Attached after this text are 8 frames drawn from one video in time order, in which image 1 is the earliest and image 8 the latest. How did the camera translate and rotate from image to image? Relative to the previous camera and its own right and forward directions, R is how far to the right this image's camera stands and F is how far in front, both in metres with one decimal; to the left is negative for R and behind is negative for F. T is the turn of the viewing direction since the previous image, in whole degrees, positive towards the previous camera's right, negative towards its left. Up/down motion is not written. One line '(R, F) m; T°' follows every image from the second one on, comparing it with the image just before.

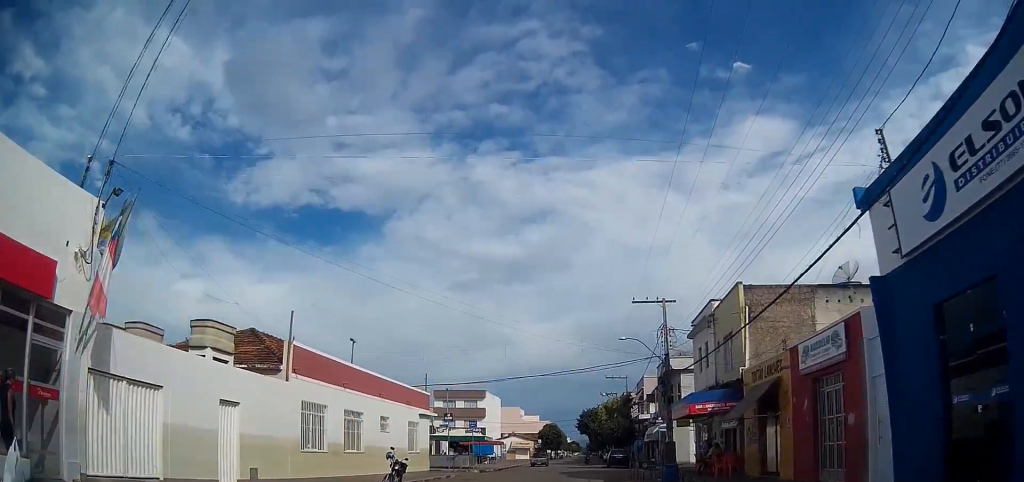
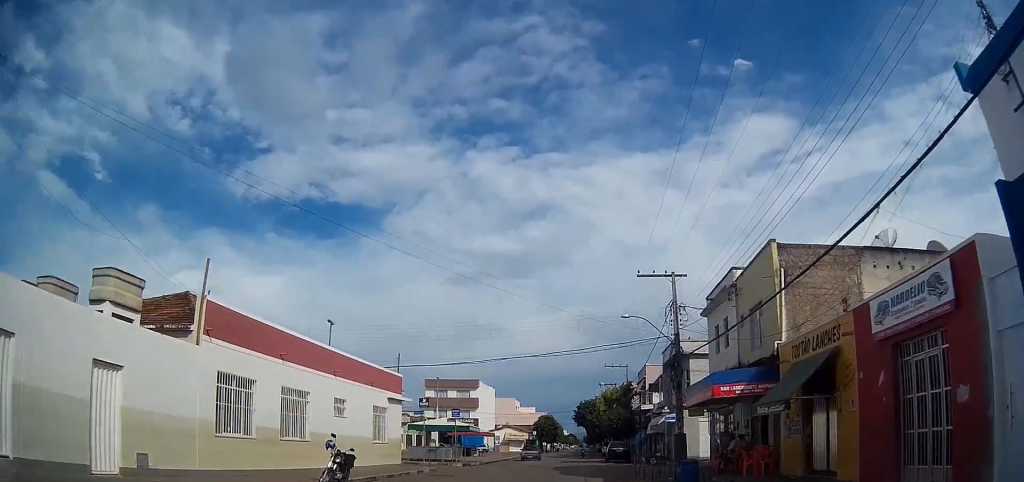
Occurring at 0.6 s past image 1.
(+0.3, +5.4) m; +1°
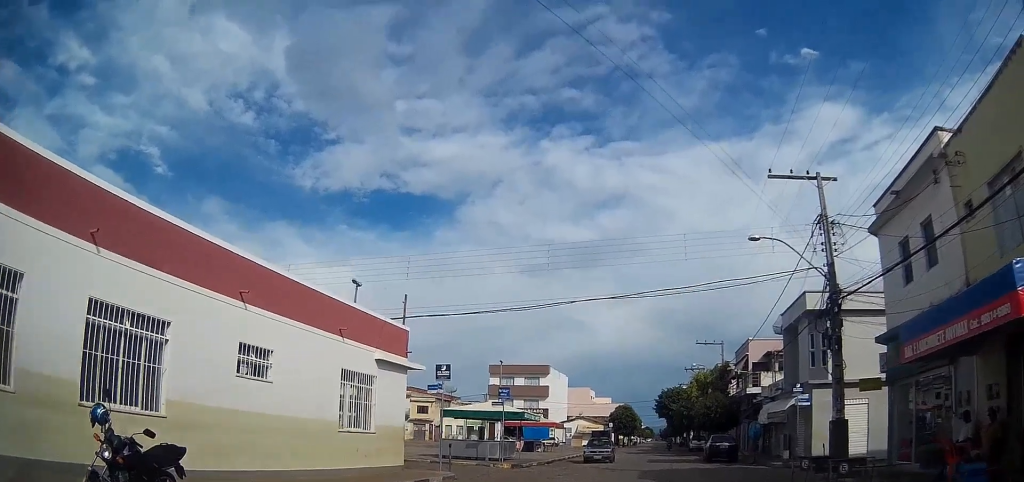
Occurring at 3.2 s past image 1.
(-0.6, +15.5) m; -6°
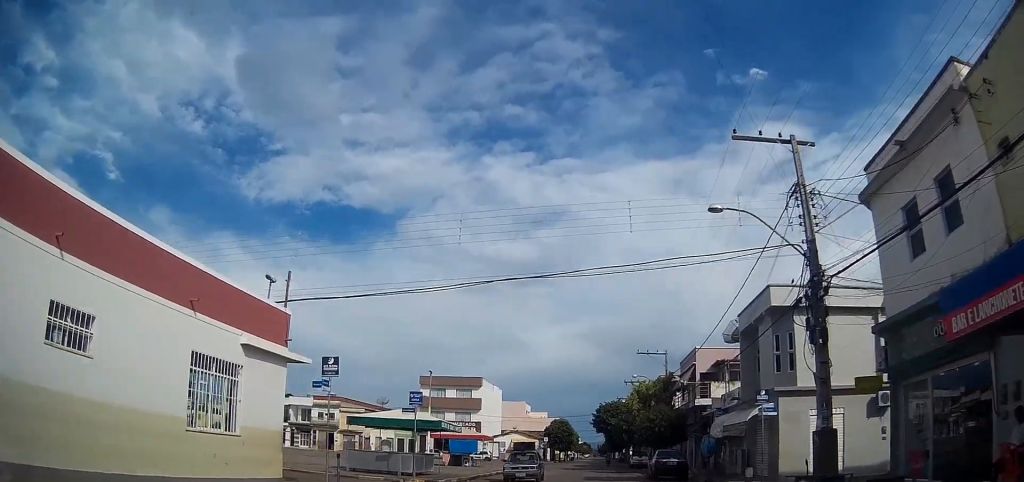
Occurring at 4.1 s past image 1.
(0.0, +3.3) m; +12°
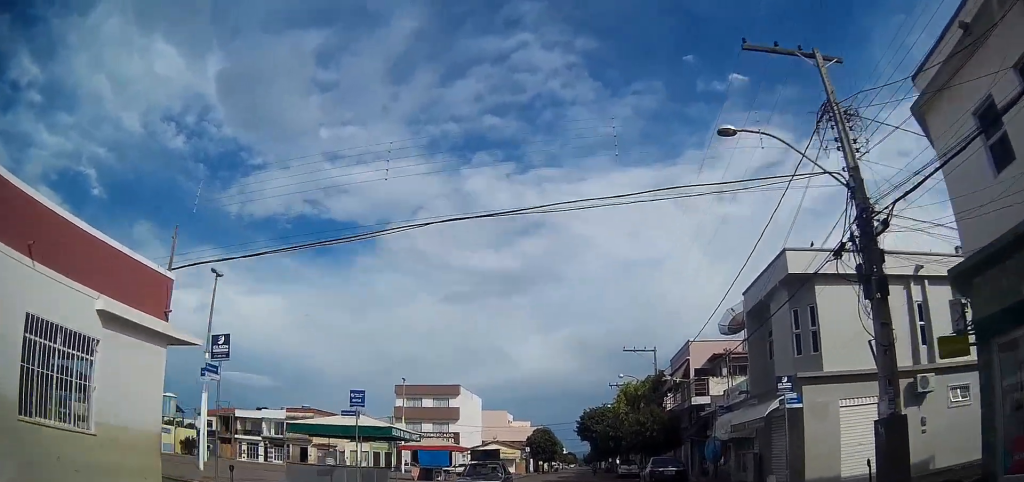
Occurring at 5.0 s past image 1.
(+0.6, +3.0) m; +1°
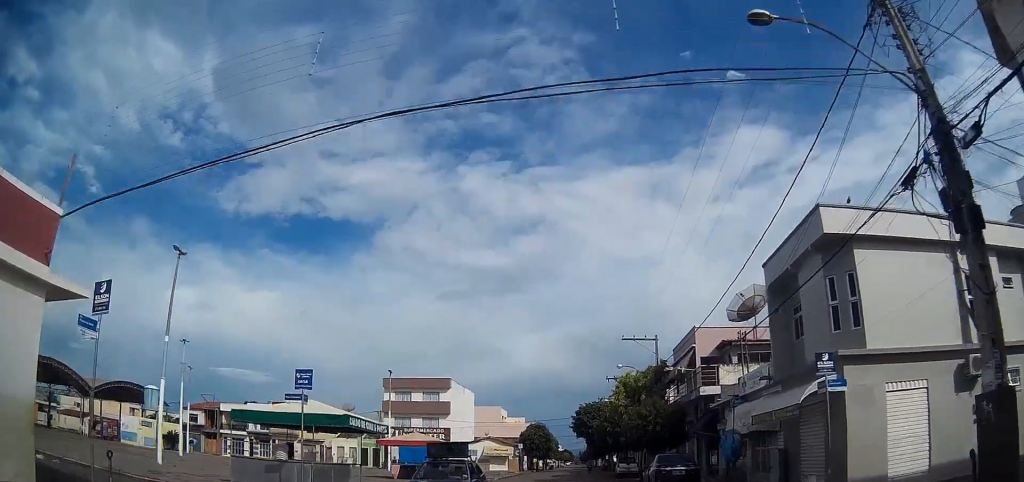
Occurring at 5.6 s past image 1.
(-0.1, +2.6) m; -5°
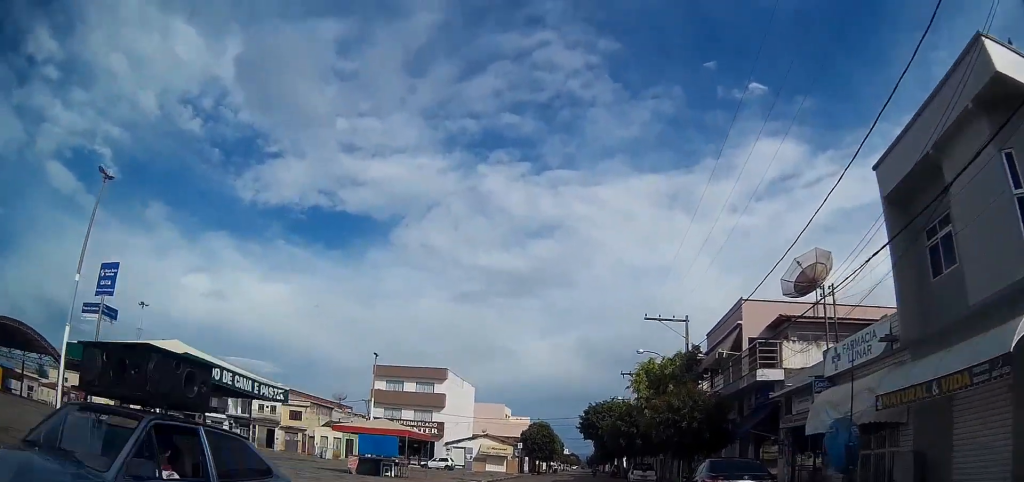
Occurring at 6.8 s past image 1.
(-0.8, +6.6) m; -7°
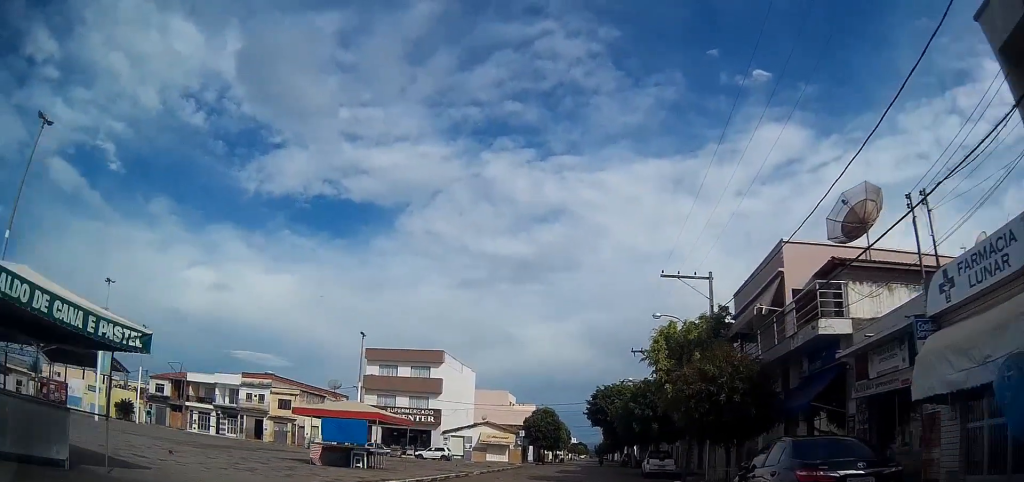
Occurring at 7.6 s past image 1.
(0.0, +4.2) m; +1°
